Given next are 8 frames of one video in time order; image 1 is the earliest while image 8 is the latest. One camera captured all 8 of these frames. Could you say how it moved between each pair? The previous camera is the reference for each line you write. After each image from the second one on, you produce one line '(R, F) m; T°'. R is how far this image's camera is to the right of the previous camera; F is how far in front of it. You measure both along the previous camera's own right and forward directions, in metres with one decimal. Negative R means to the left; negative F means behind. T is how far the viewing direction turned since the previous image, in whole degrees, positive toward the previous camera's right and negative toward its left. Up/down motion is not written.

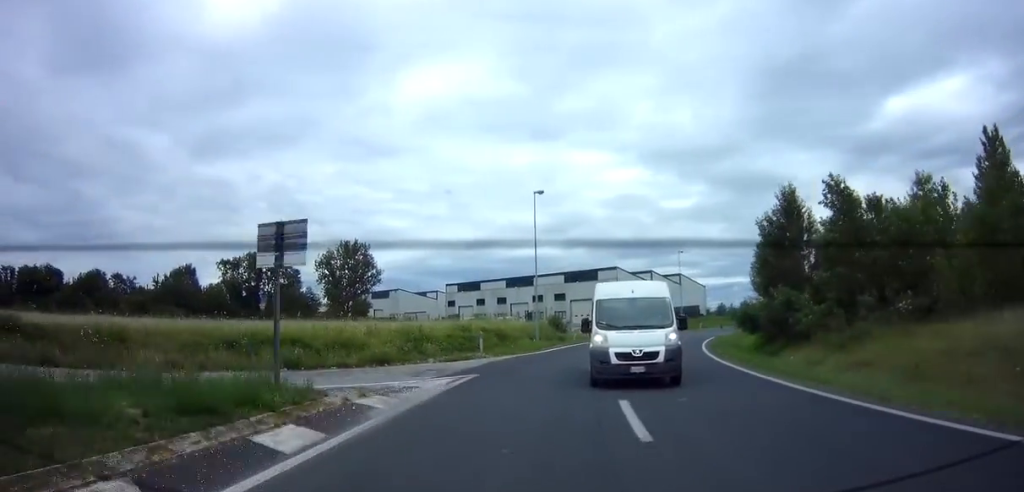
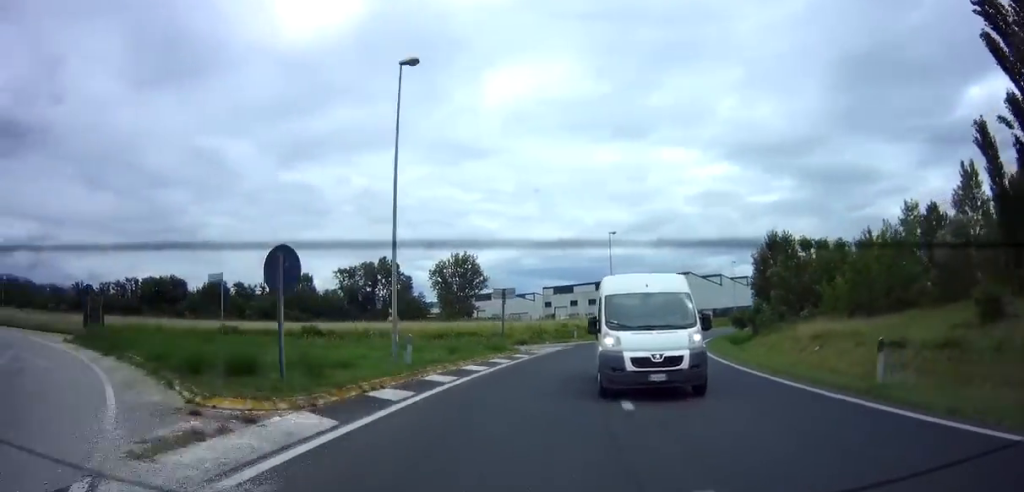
(-1.1, +17.2) m; -10°
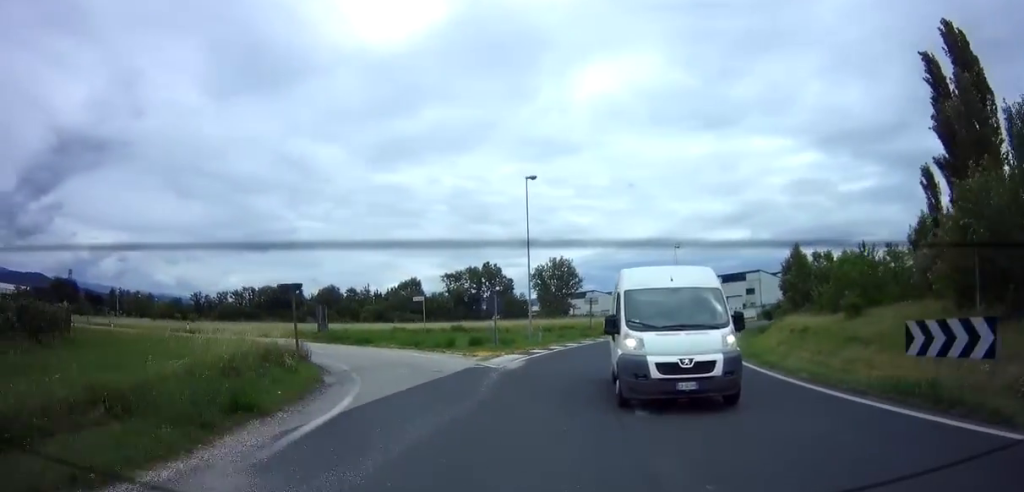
(-1.5, +14.9) m; -11°
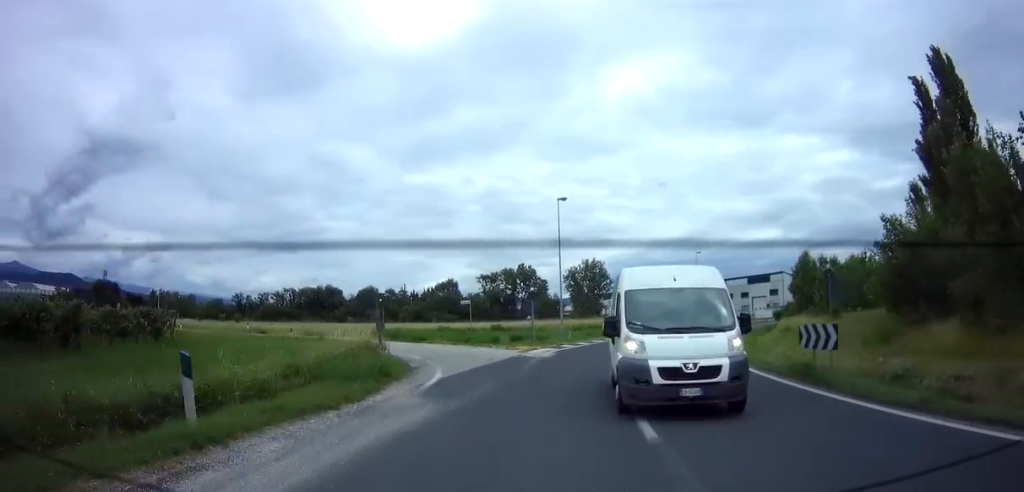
(-0.4, +6.2) m; -4°
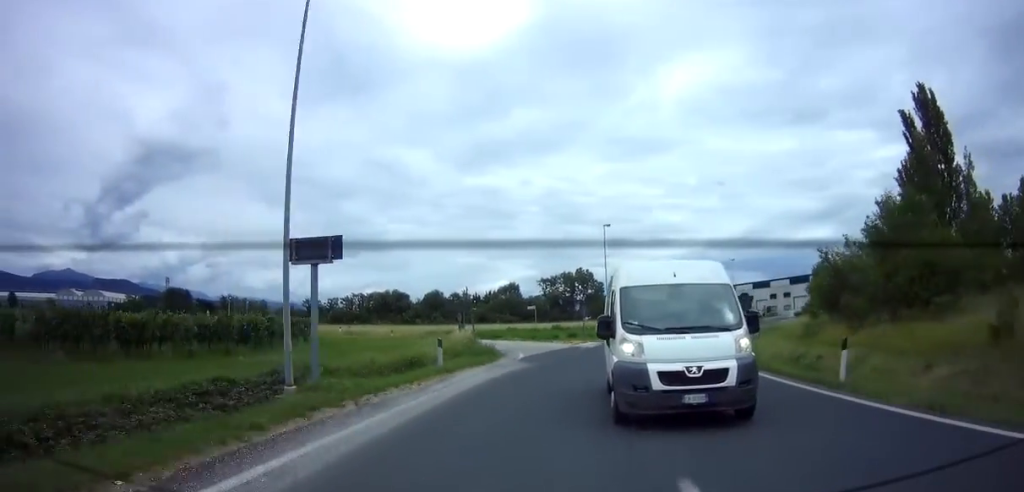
(-0.4, +10.3) m; -6°
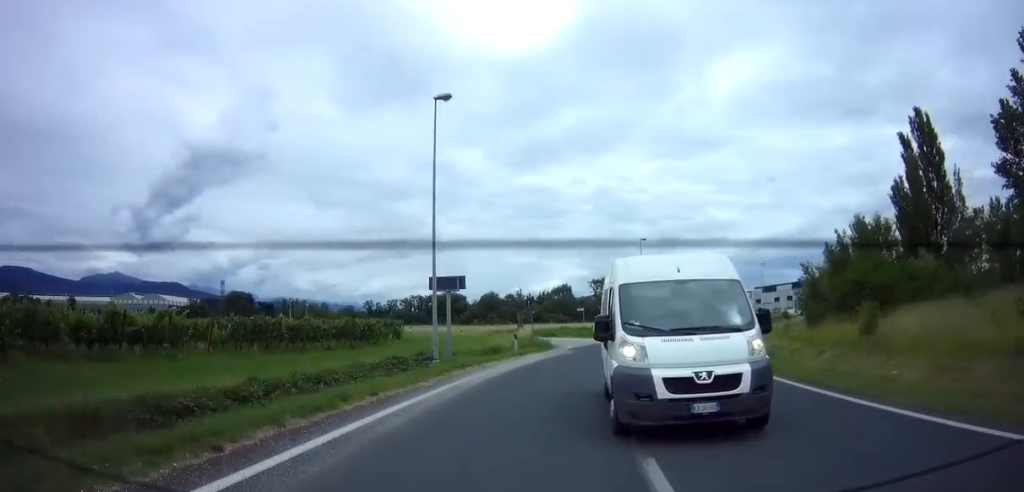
(-0.4, +8.9) m; -4°
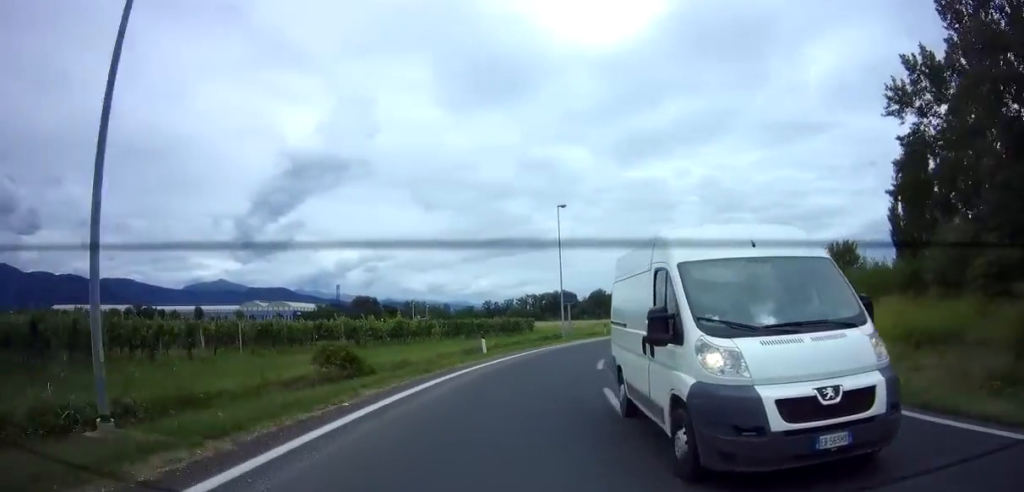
(-1.9, +20.6) m; -11°
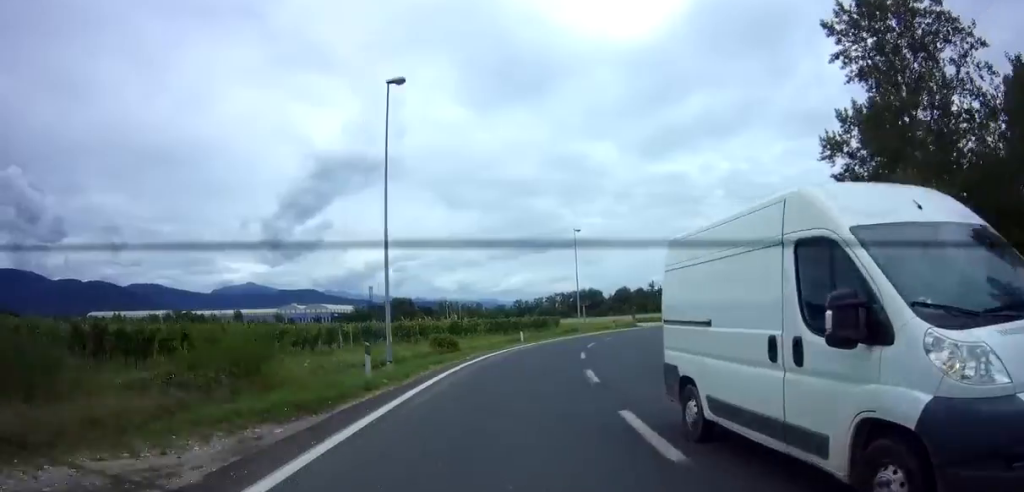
(-0.9, +13.1) m; -3°
